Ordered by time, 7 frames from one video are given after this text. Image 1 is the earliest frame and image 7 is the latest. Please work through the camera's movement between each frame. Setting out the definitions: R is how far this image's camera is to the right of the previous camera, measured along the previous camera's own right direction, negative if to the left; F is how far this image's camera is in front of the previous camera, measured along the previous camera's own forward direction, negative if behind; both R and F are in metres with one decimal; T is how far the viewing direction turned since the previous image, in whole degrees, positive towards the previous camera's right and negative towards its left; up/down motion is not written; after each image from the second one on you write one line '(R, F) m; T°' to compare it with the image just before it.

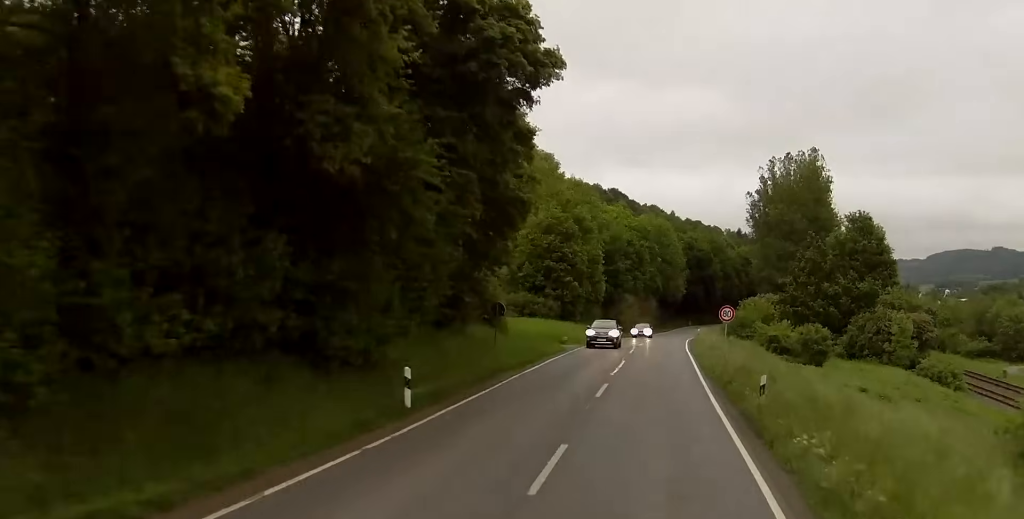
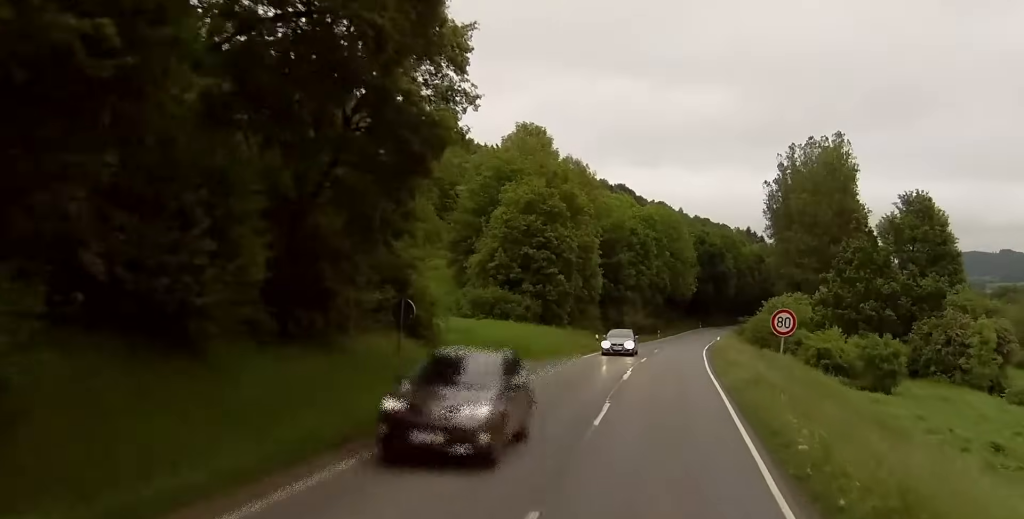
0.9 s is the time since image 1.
(0.0, +17.0) m; 0°
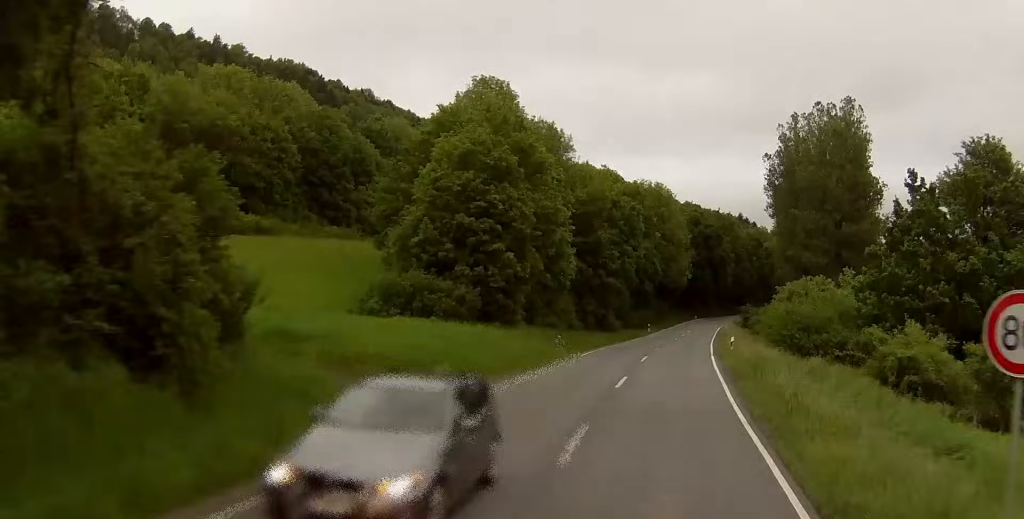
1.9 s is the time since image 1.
(0.0, +17.6) m; 0°
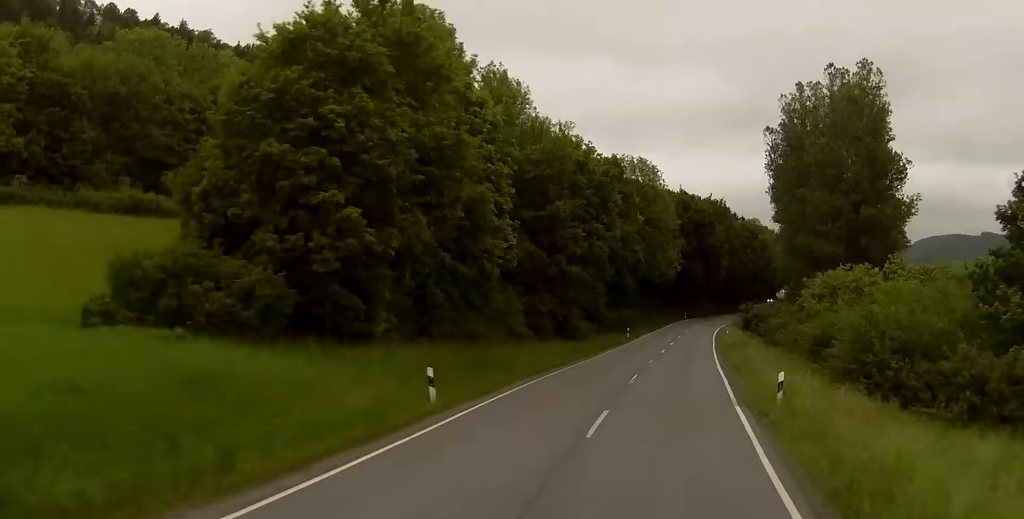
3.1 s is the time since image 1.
(+0.2, +21.1) m; 0°
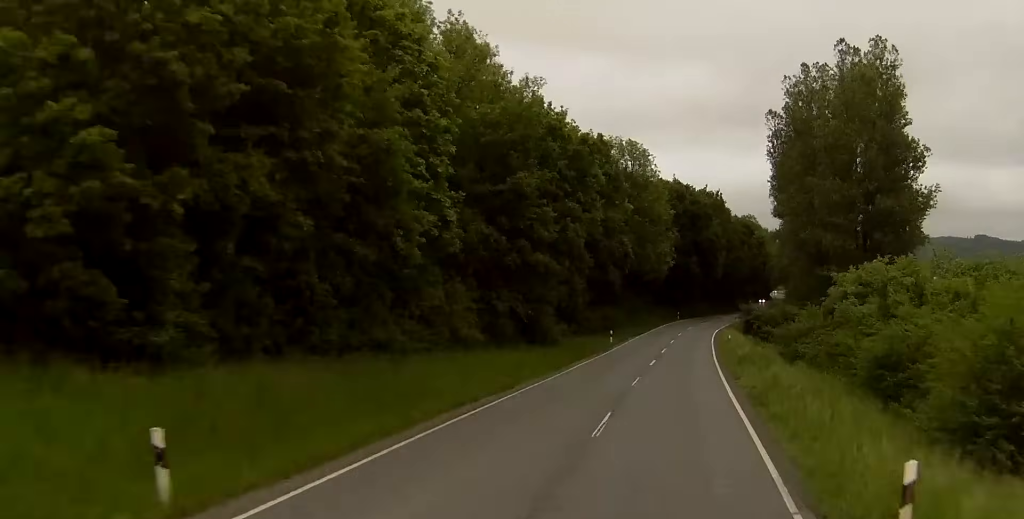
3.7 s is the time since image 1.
(0.0, +11.4) m; 0°
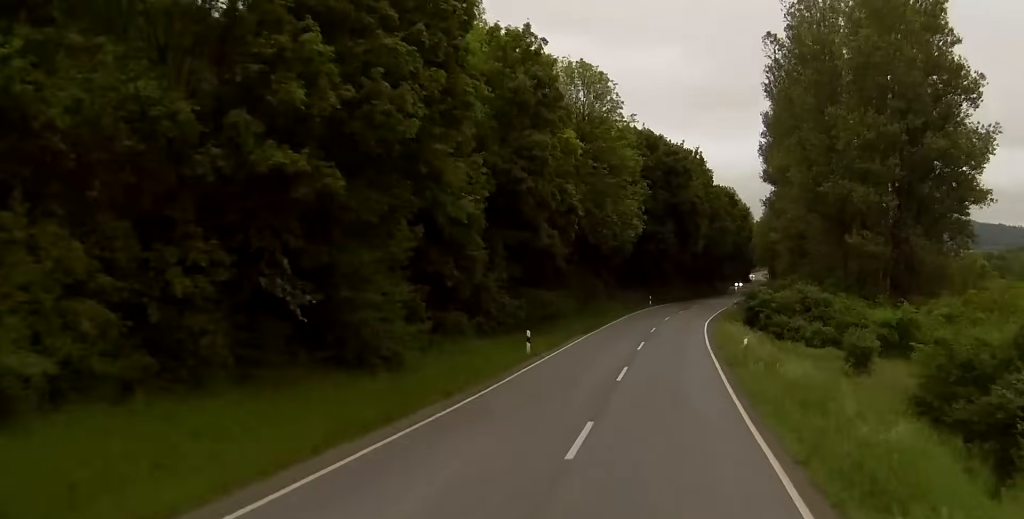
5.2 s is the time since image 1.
(0.0, +27.6) m; +2°
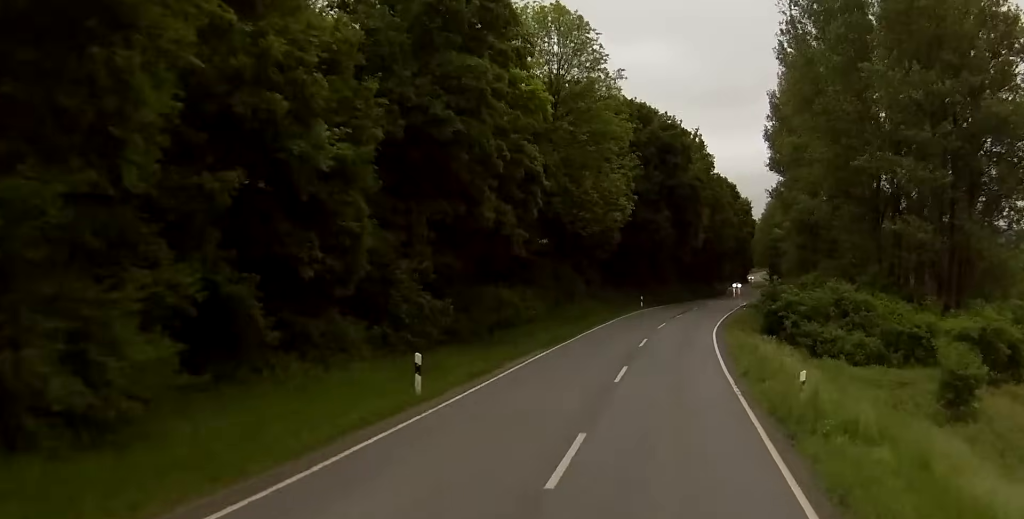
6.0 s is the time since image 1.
(+0.3, +14.4) m; 0°
